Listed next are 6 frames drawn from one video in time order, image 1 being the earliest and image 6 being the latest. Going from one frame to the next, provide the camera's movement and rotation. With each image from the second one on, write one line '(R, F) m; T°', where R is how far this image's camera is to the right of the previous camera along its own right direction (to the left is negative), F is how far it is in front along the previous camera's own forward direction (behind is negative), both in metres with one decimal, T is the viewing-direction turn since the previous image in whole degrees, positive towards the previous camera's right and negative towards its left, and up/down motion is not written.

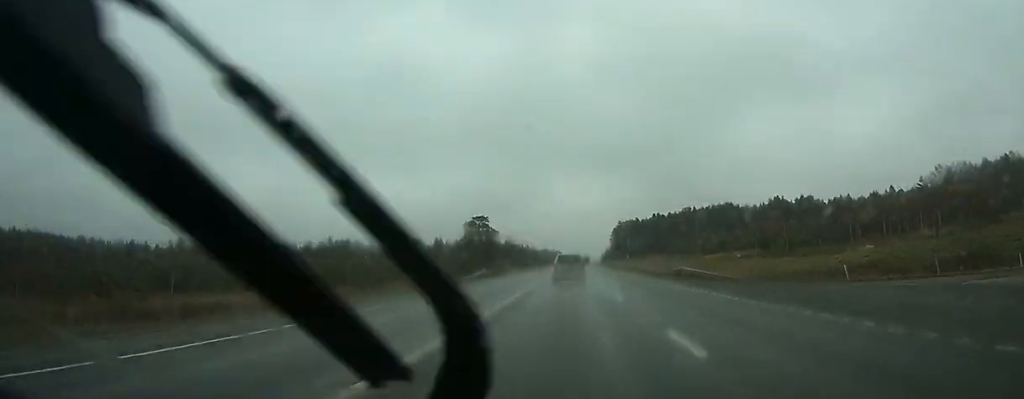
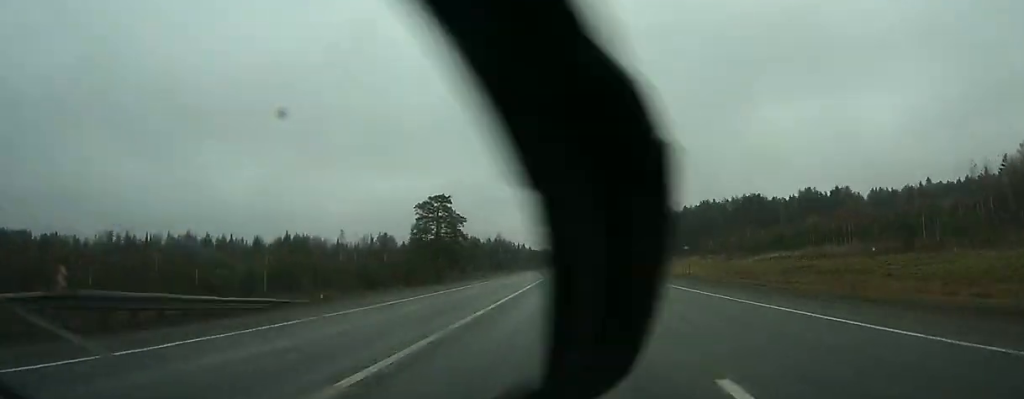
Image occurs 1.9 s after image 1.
(+0.3, +52.8) m; 0°
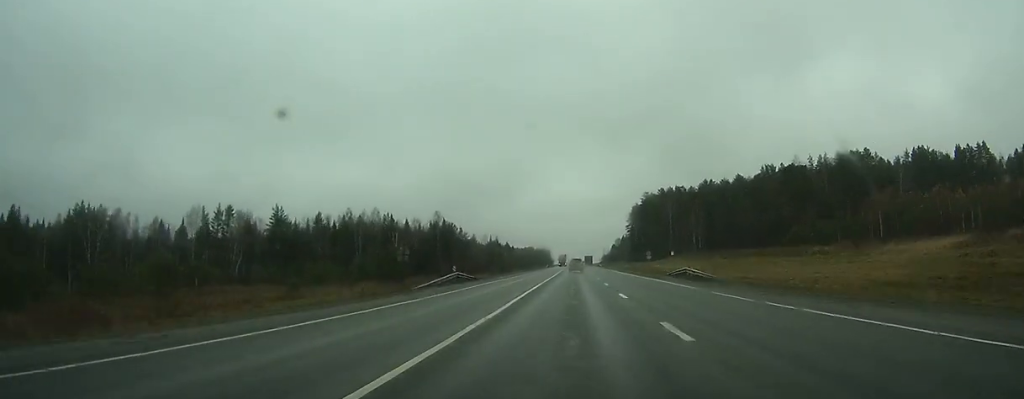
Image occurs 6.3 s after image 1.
(+0.4, +125.9) m; 0°
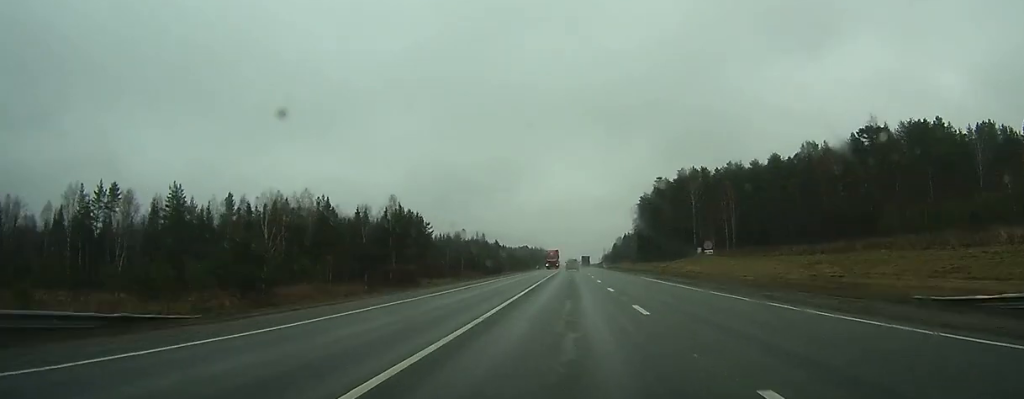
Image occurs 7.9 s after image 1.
(+0.1, +43.1) m; 0°
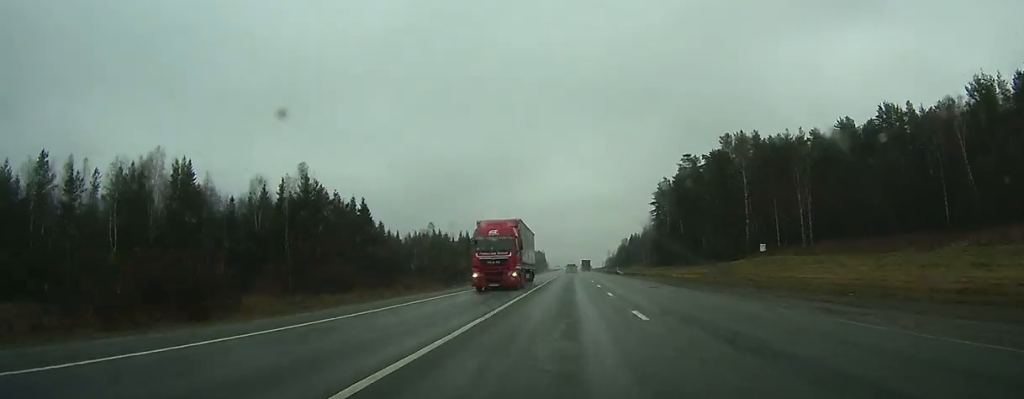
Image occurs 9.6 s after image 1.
(0.0, +48.5) m; 0°
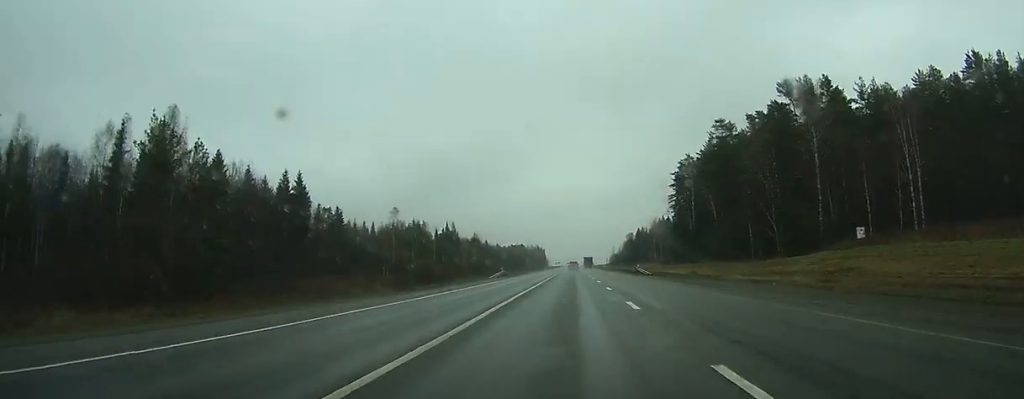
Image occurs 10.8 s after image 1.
(0.0, +33.5) m; 0°
